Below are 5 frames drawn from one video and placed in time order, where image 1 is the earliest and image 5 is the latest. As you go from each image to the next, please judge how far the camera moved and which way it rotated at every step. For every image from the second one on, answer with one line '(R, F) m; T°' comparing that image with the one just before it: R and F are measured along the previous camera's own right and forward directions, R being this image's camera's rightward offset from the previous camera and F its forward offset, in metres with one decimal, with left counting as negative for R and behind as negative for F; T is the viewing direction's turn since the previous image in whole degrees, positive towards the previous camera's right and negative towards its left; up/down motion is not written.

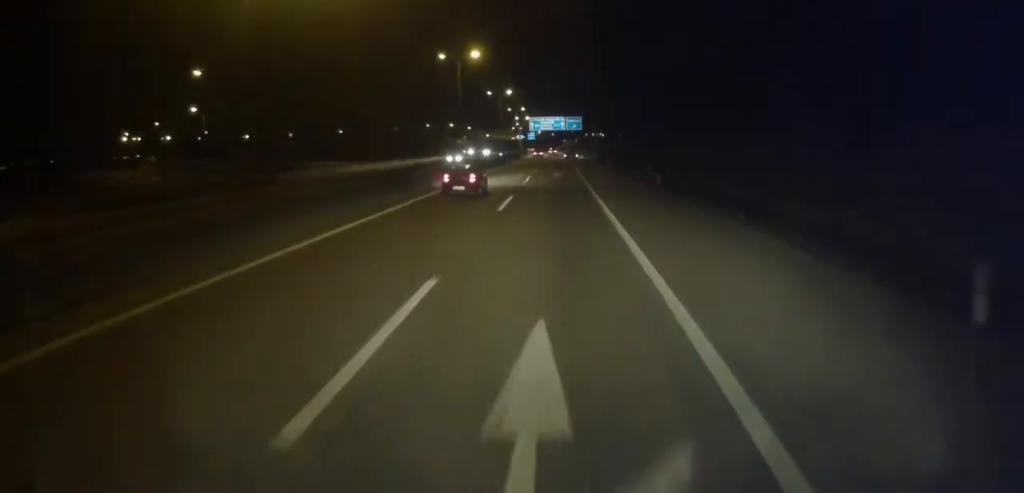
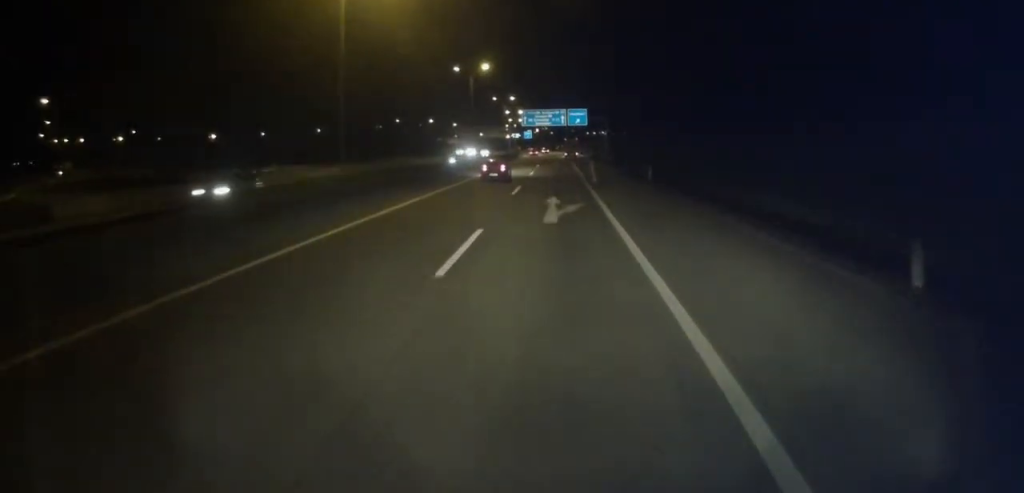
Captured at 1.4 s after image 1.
(0.0, +26.3) m; 0°
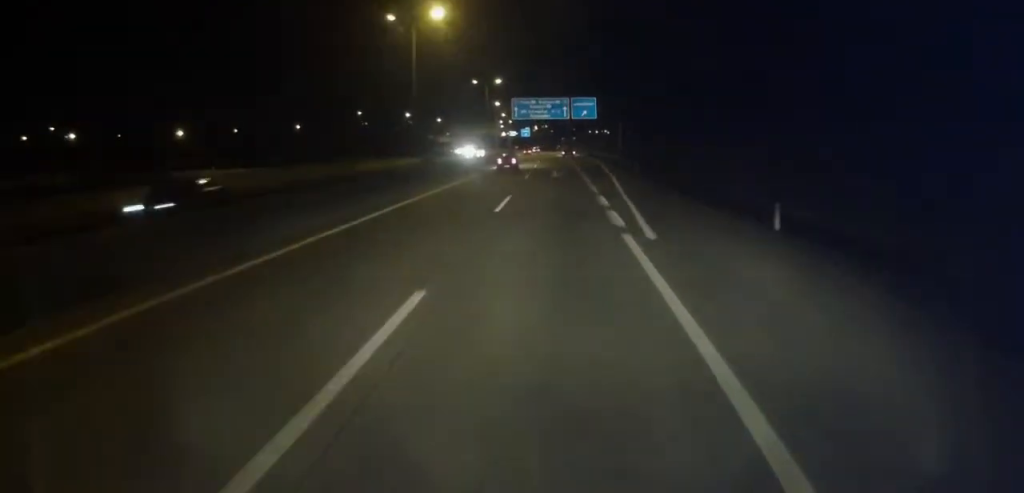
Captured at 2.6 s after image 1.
(-0.3, +24.0) m; -2°
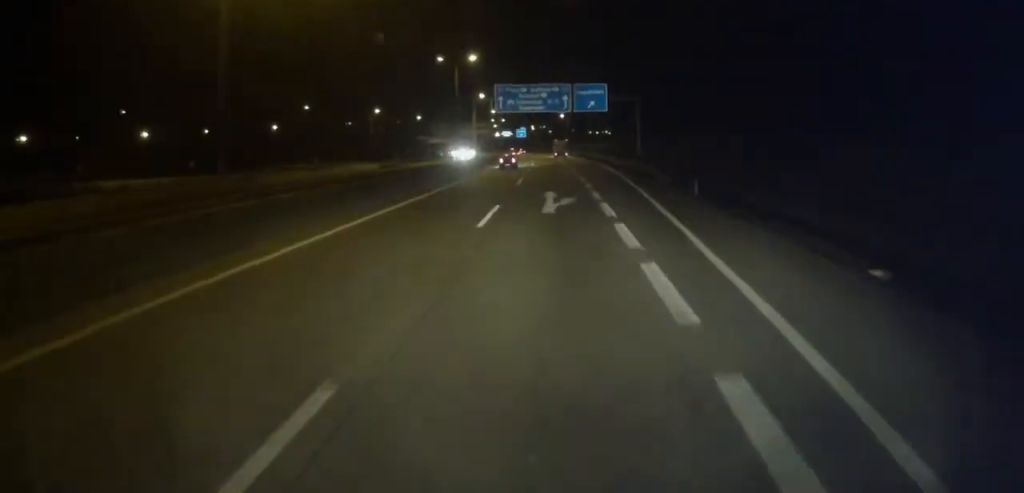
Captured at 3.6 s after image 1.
(-0.2, +21.3) m; 0°
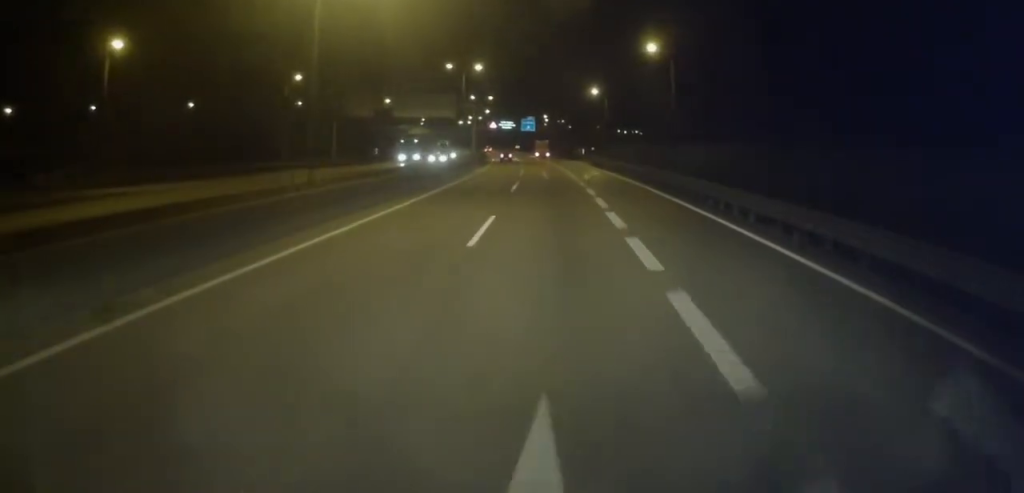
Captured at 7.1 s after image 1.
(+0.9, +73.5) m; -1°
